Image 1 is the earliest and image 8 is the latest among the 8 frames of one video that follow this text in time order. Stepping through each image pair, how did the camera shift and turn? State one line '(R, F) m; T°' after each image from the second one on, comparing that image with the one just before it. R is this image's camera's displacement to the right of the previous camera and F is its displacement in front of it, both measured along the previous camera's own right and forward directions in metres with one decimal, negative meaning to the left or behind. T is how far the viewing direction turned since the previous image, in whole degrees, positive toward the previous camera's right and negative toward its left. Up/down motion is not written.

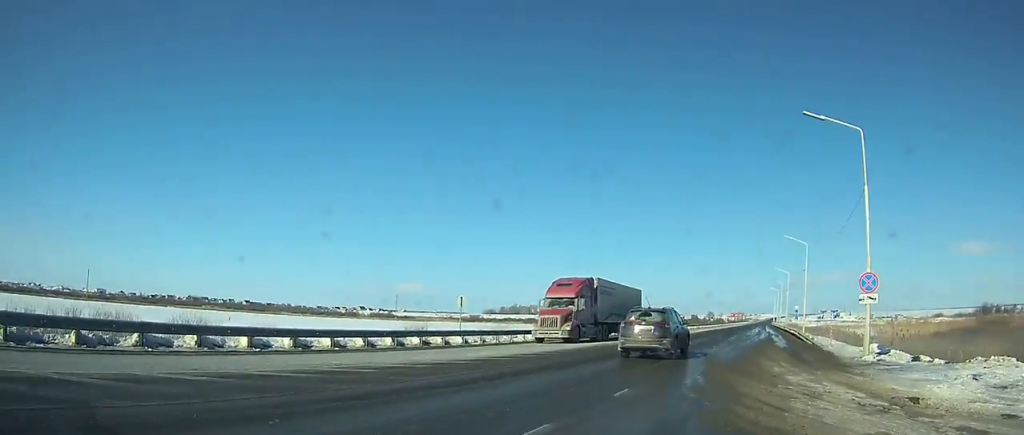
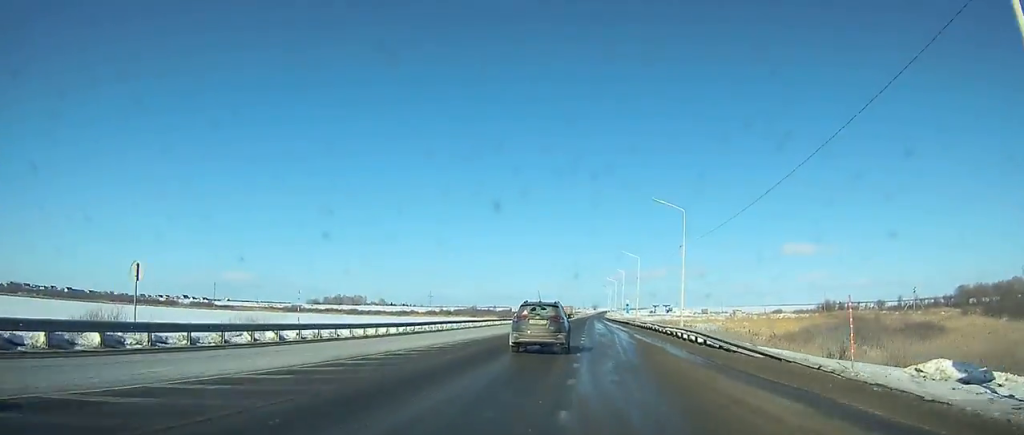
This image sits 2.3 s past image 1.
(+1.4, +13.9) m; +9°
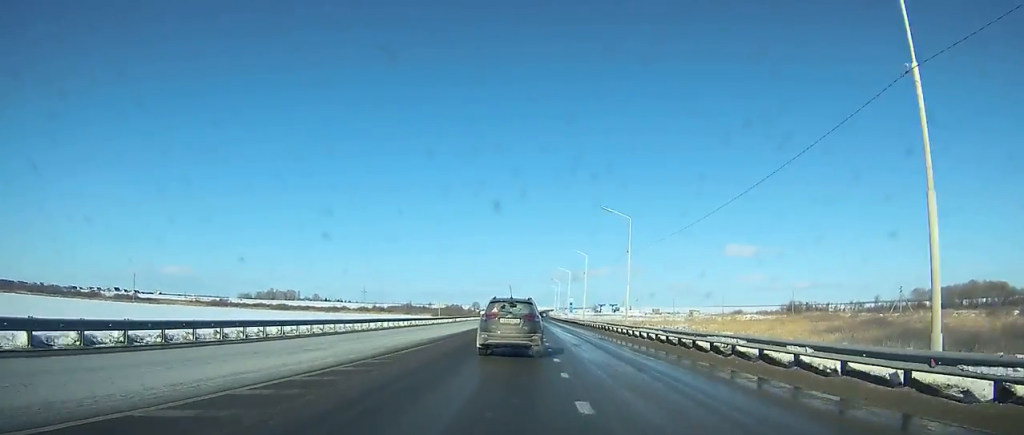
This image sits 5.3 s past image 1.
(+1.7, +24.6) m; +5°
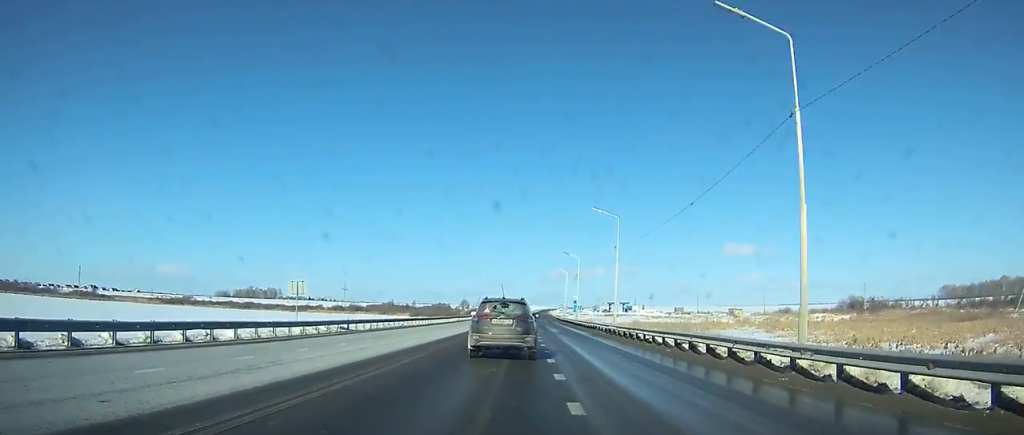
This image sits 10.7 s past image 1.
(+0.9, +57.5) m; +1°
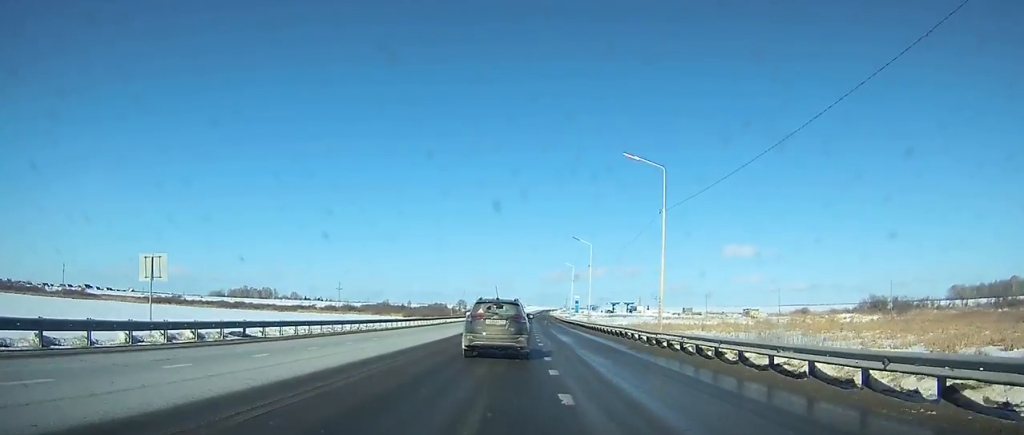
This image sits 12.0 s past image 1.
(0.0, +15.2) m; 0°
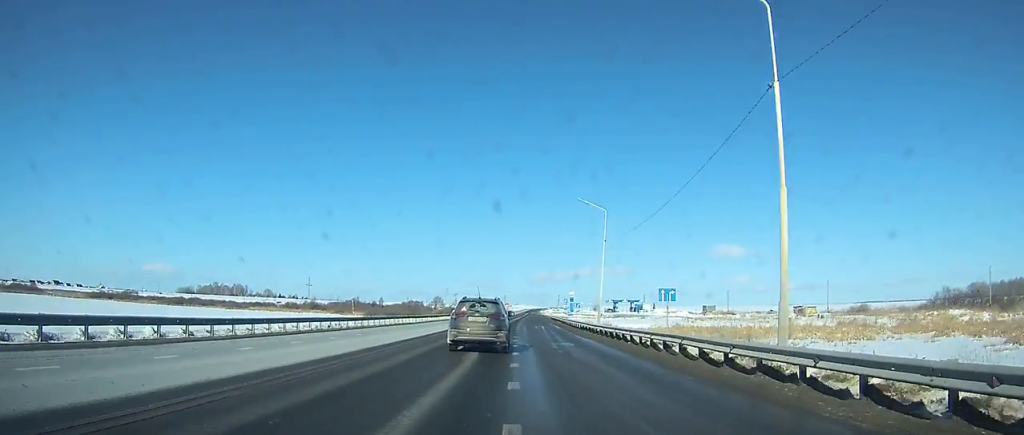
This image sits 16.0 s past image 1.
(0.0, +49.3) m; 0°
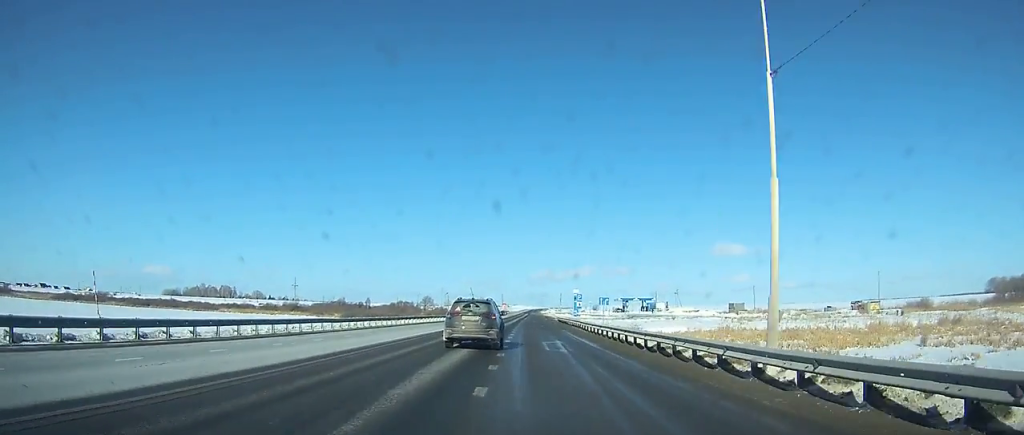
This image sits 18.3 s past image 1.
(+0.1, +28.7) m; 0°
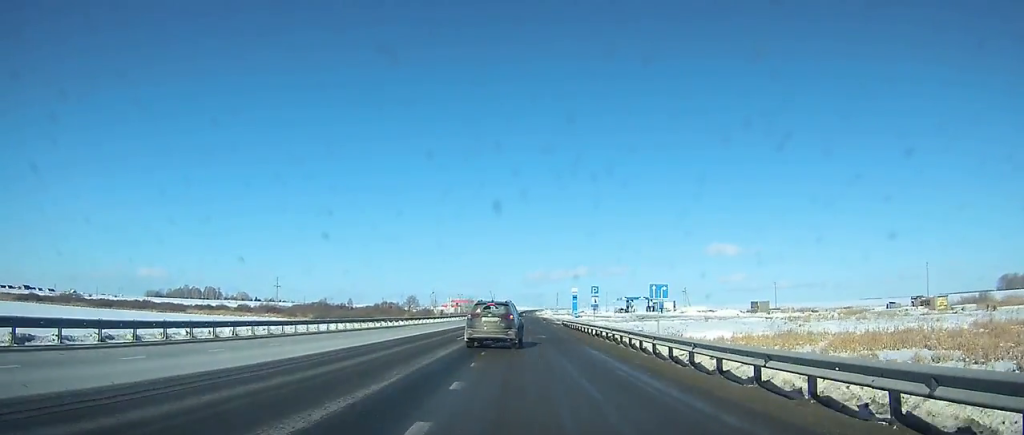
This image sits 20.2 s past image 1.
(0.0, +23.2) m; 0°
